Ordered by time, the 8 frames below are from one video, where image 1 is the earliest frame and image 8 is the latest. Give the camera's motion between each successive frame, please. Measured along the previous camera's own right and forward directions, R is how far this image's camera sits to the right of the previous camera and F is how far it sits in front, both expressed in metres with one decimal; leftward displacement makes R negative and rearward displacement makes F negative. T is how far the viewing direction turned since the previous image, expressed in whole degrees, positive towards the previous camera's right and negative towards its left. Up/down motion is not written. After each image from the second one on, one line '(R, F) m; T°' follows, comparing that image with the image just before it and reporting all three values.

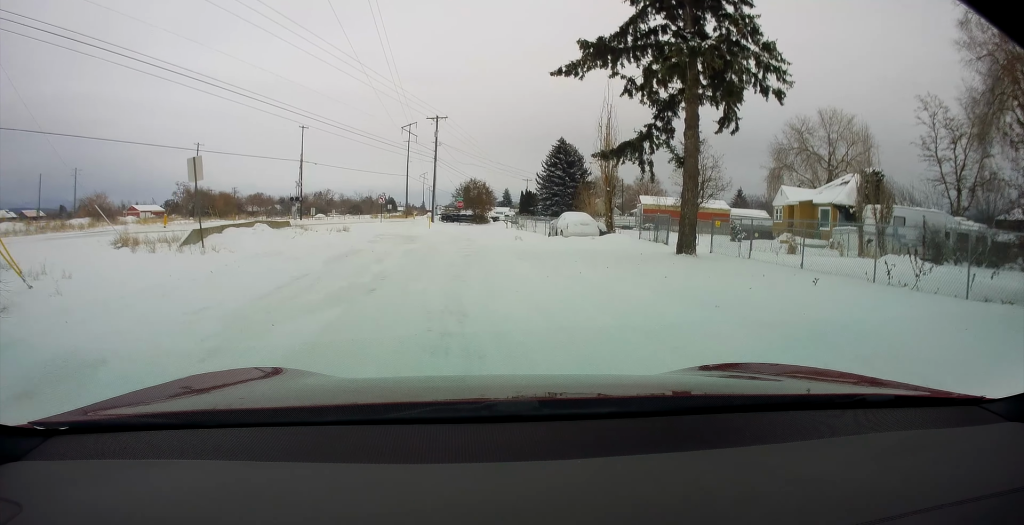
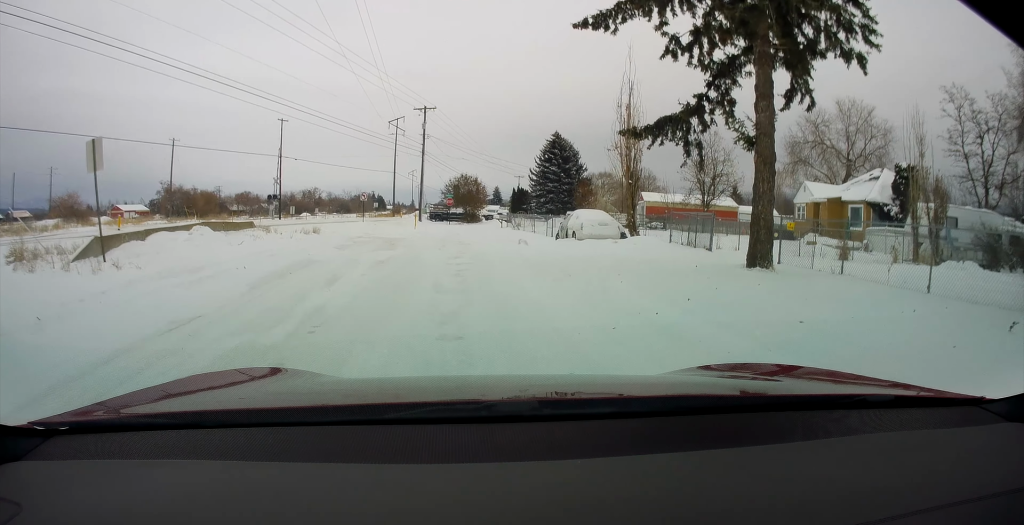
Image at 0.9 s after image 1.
(0.0, +4.9) m; -1°
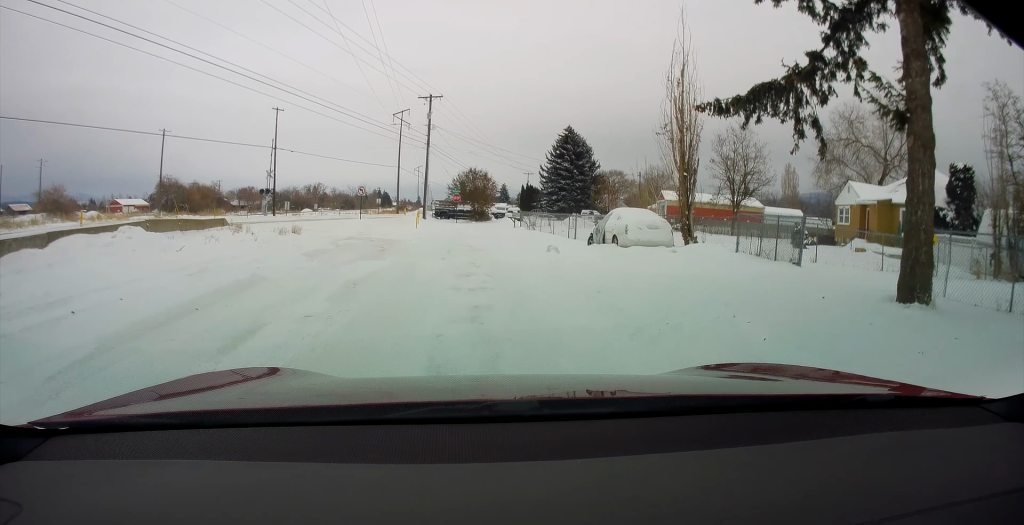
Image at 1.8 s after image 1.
(-0.1, +4.5) m; 0°
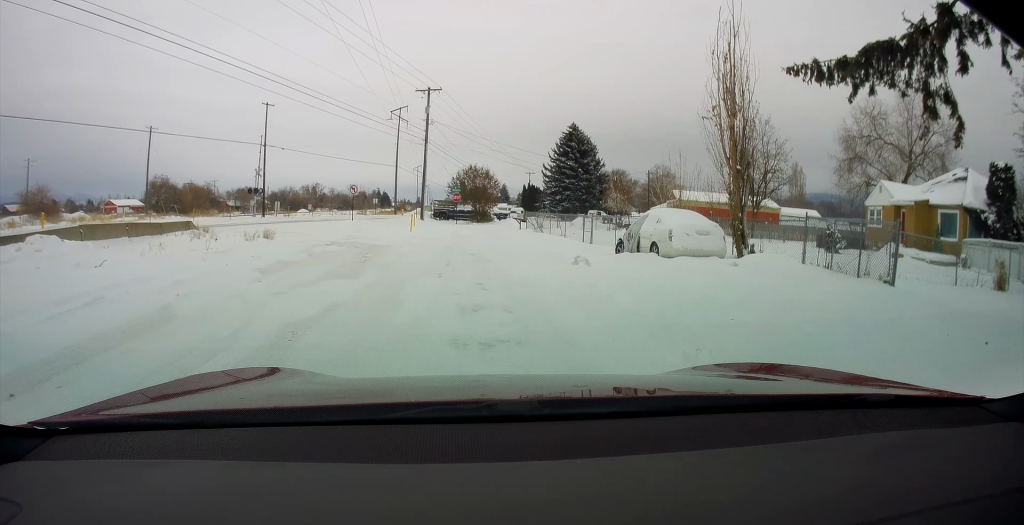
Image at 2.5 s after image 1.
(0.0, +3.6) m; +1°
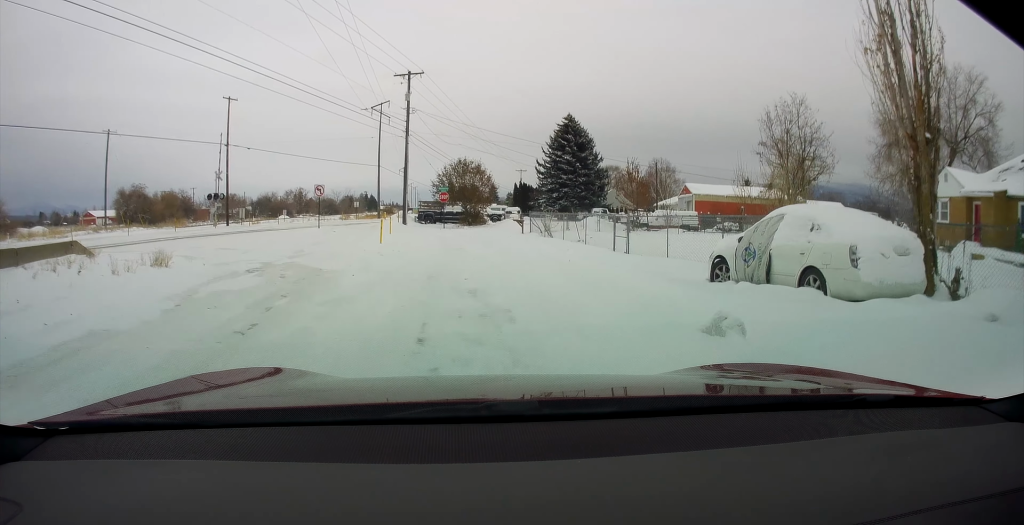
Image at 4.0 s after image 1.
(0.0, +6.4) m; 0°
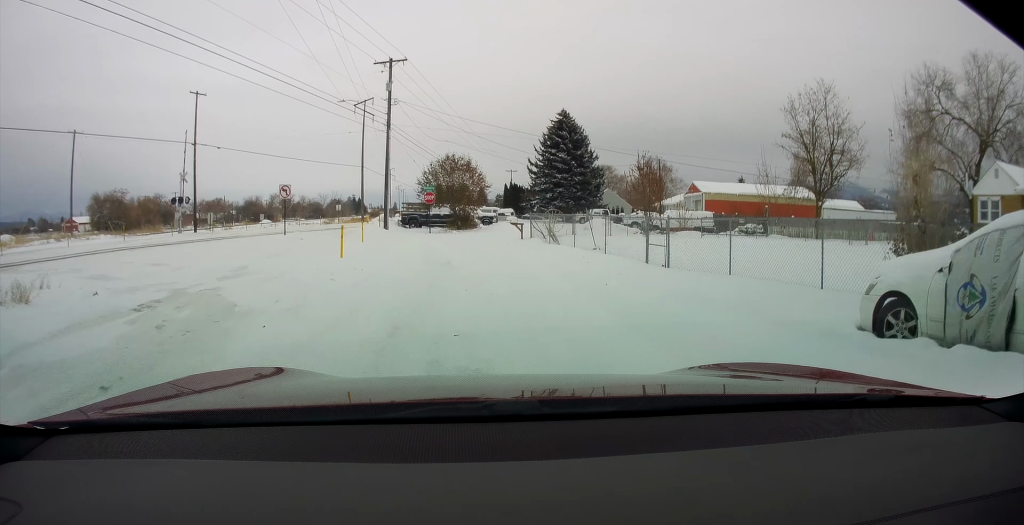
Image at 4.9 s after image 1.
(0.0, +3.9) m; 0°
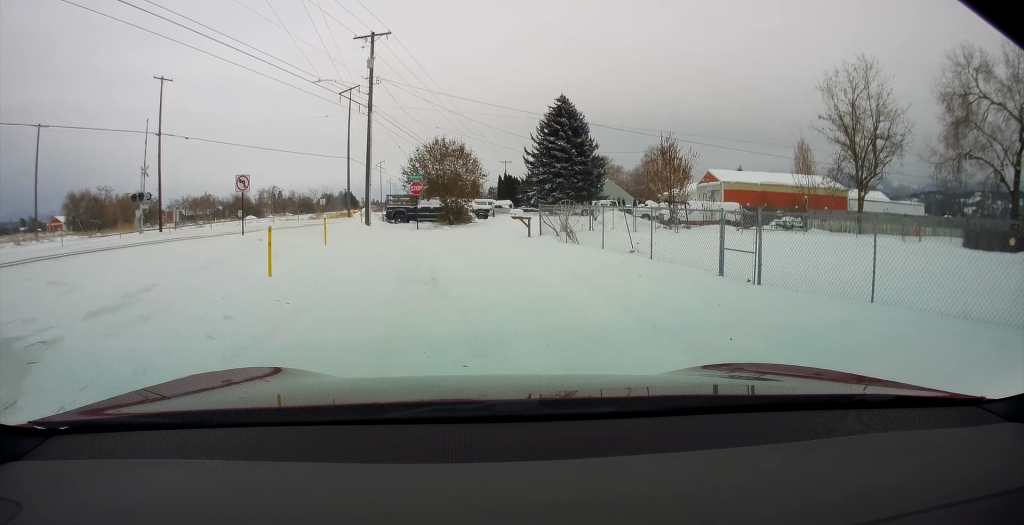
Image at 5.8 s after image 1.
(0.0, +4.1) m; +1°
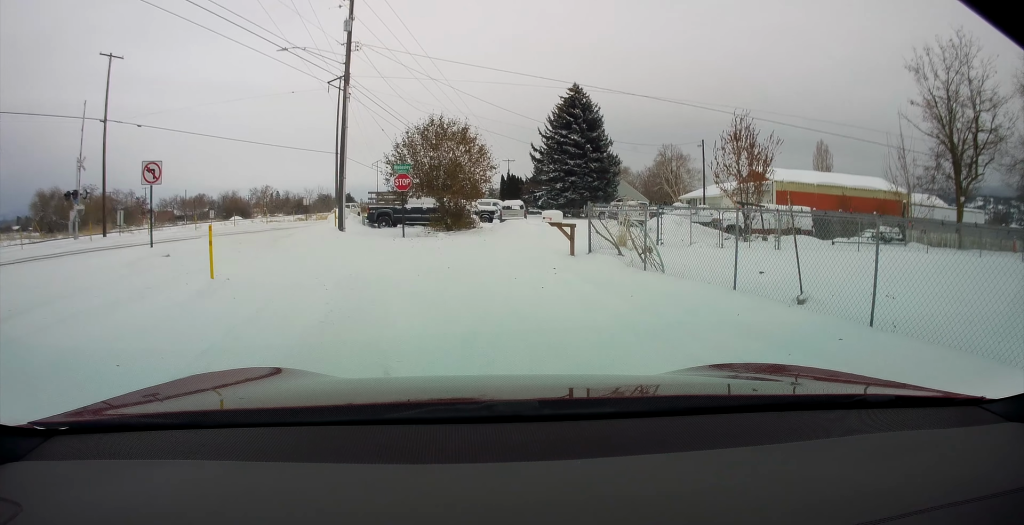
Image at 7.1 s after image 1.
(0.0, +7.5) m; +3°
